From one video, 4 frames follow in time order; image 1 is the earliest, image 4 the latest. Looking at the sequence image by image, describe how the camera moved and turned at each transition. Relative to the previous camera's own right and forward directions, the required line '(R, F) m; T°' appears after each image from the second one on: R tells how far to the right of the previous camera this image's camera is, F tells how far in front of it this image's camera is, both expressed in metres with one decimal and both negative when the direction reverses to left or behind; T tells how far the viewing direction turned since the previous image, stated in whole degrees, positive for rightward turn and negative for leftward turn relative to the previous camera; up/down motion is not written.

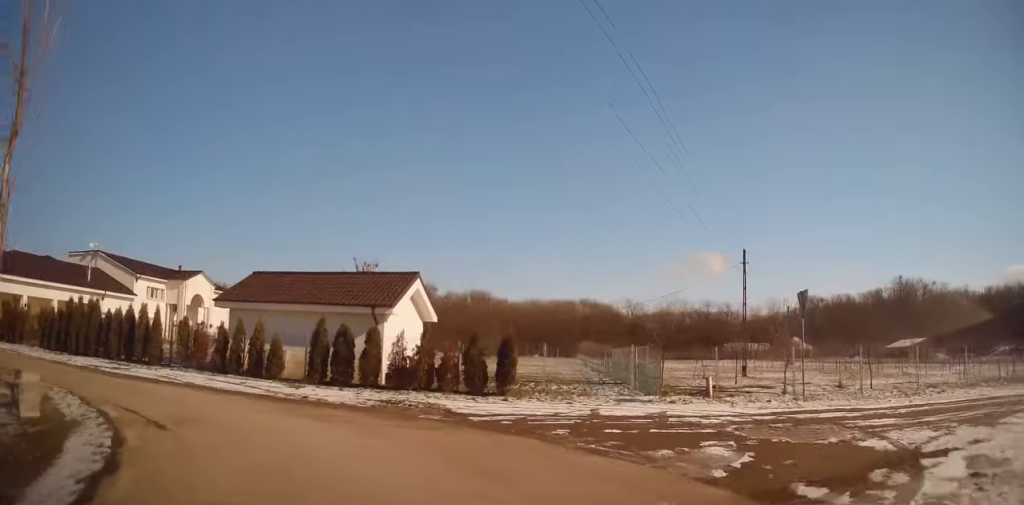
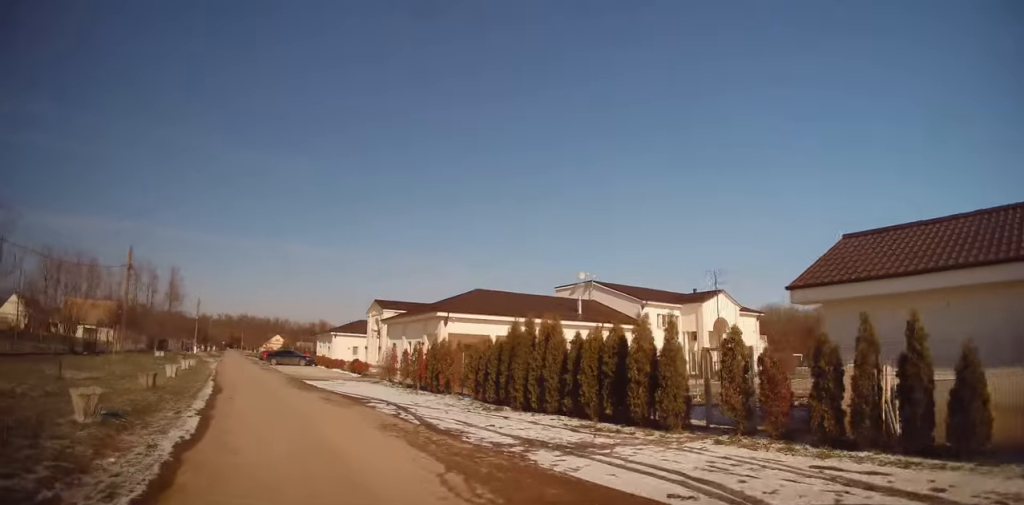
(-4.5, +11.7) m; -51°
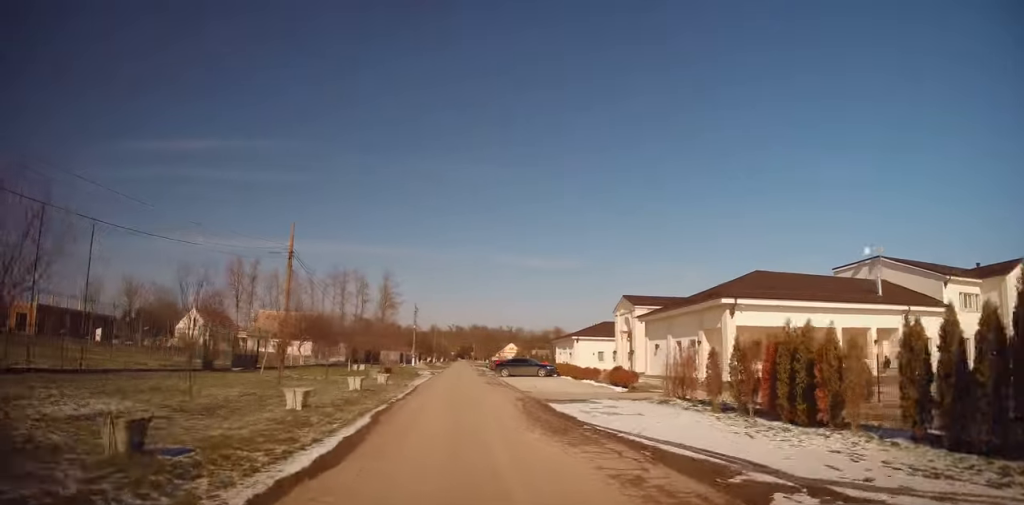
(-2.8, +9.0) m; -27°
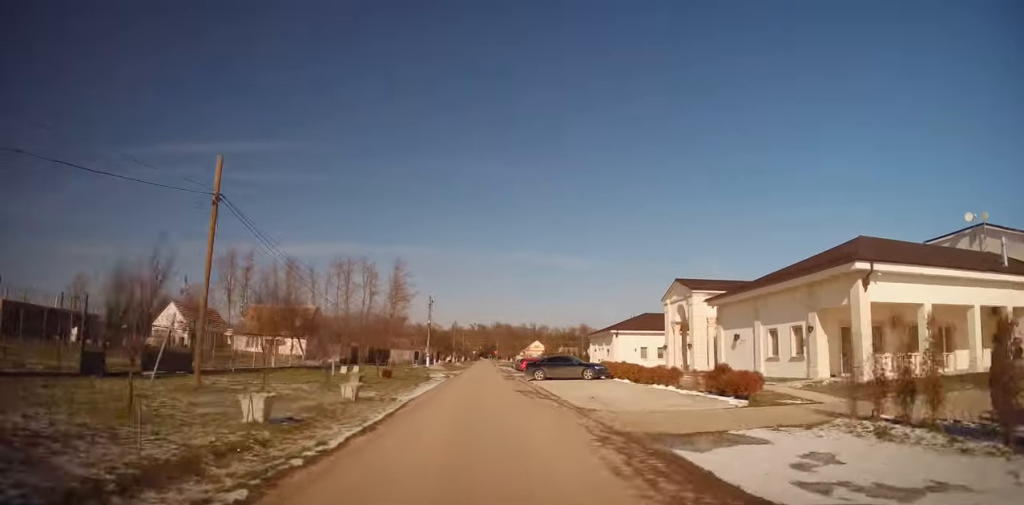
(-0.6, +8.9) m; -3°
